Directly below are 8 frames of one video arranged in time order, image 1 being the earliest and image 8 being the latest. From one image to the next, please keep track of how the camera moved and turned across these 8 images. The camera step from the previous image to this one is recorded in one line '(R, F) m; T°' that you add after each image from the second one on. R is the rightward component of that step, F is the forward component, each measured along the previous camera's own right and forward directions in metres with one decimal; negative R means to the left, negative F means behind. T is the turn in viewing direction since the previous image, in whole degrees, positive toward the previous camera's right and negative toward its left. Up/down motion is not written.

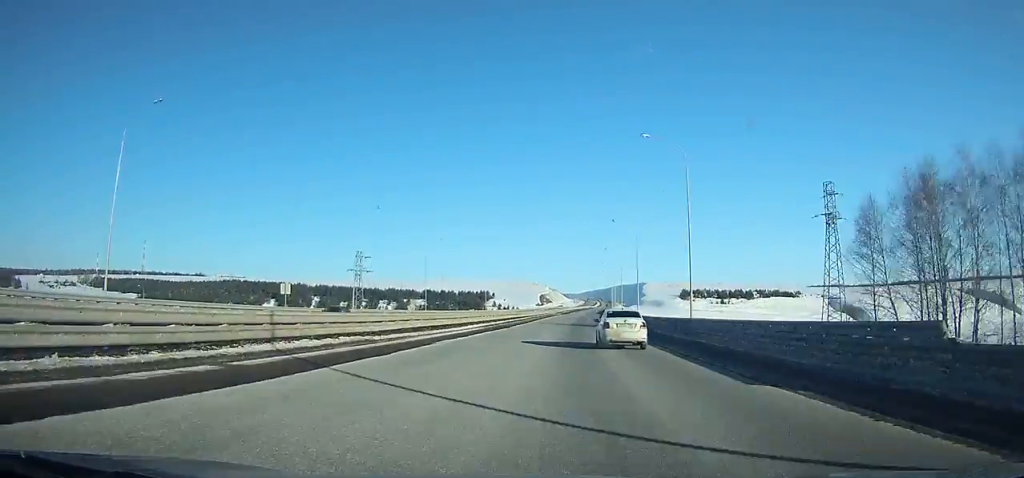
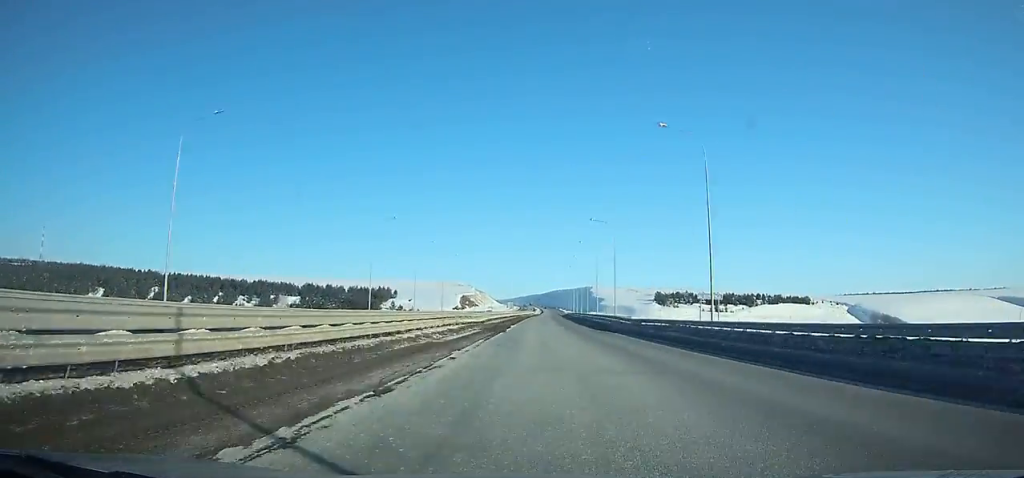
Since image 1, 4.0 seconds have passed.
(+3.5, +107.9) m; +5°
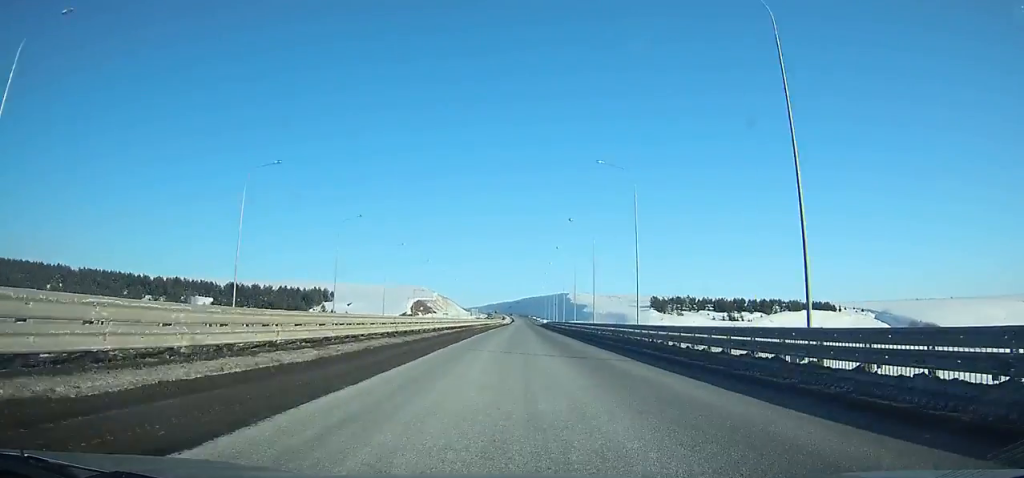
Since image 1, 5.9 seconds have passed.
(+2.0, +53.7) m; +2°
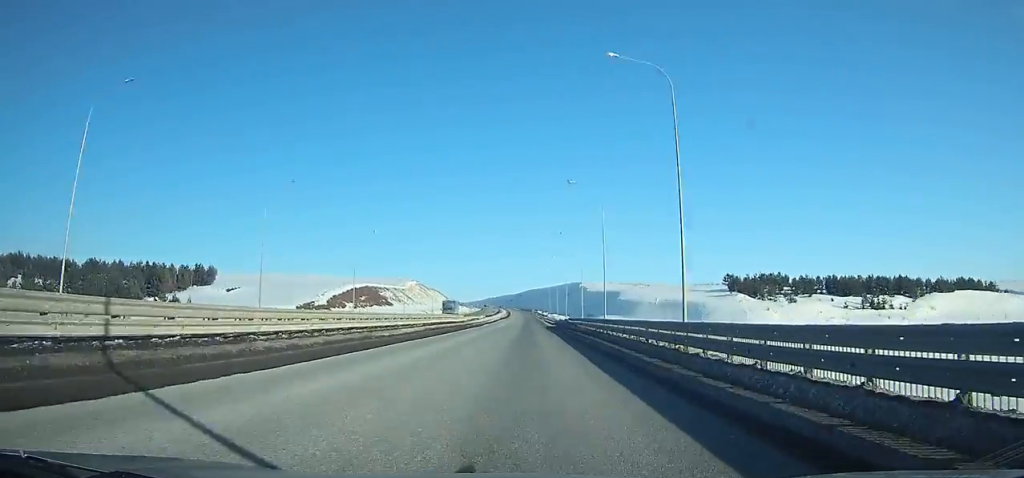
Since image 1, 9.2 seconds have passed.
(+1.7, +89.8) m; +1°
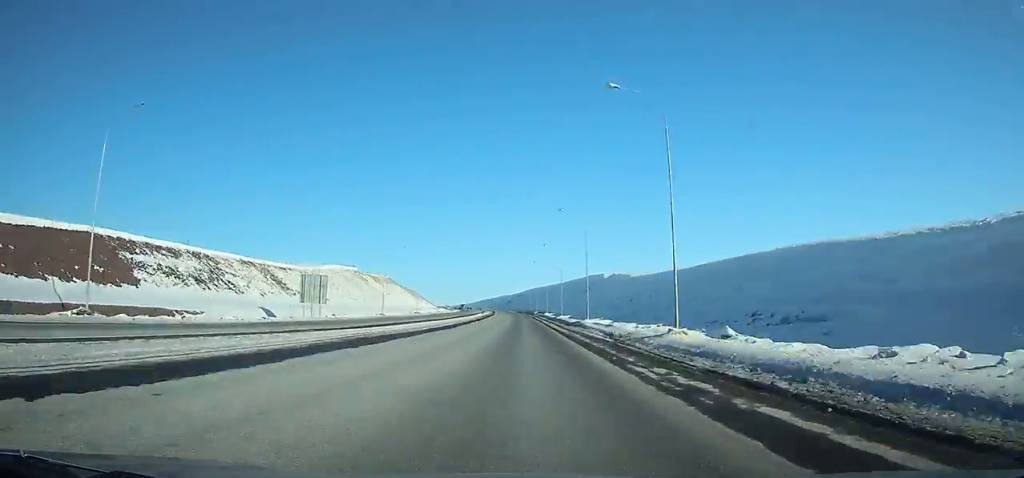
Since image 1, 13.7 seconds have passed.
(0.0, +113.5) m; 0°
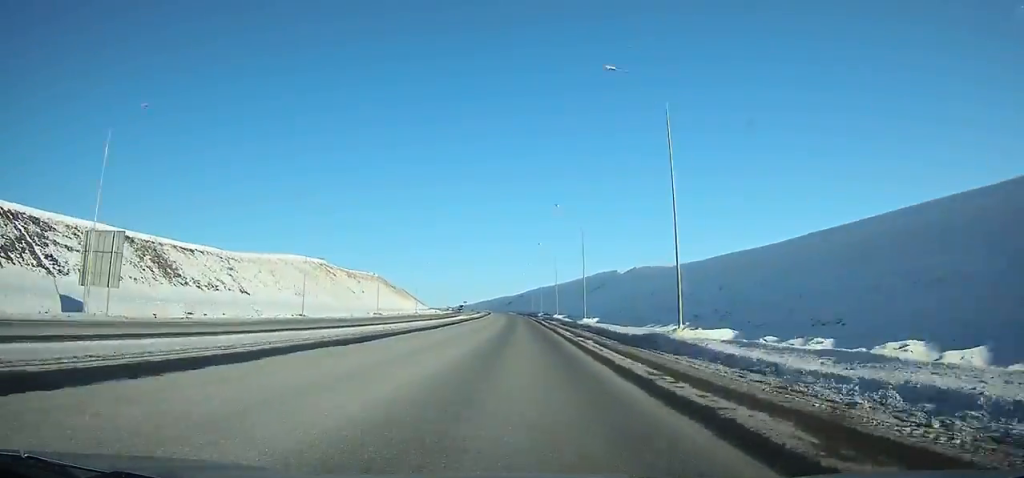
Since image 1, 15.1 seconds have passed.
(-0.1, +35.3) m; 0°
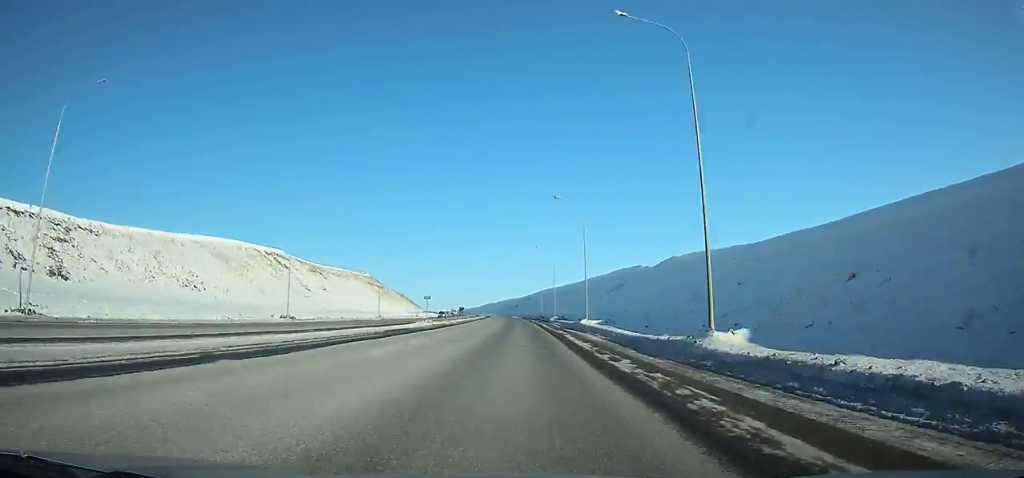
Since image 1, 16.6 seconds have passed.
(-0.1, +38.5) m; -1°
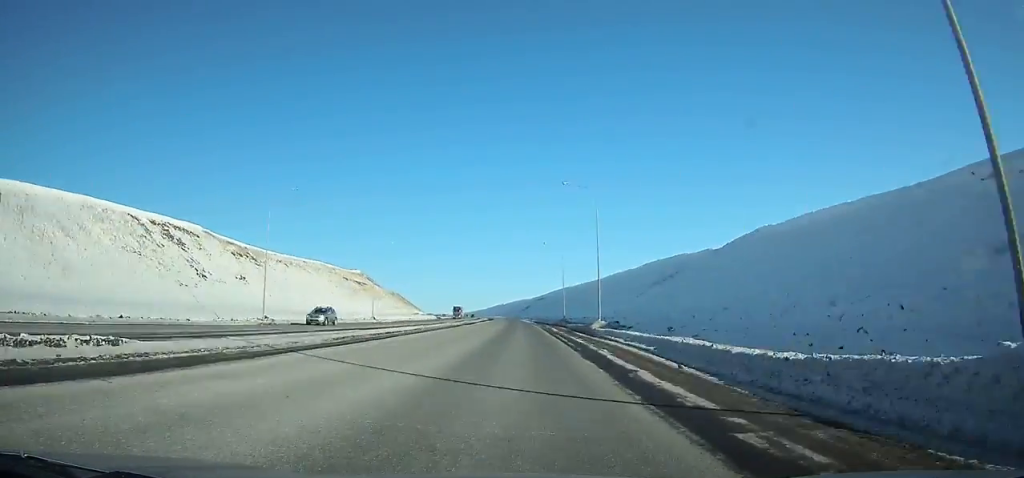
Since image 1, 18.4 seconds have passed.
(-0.3, +47.4) m; -1°
